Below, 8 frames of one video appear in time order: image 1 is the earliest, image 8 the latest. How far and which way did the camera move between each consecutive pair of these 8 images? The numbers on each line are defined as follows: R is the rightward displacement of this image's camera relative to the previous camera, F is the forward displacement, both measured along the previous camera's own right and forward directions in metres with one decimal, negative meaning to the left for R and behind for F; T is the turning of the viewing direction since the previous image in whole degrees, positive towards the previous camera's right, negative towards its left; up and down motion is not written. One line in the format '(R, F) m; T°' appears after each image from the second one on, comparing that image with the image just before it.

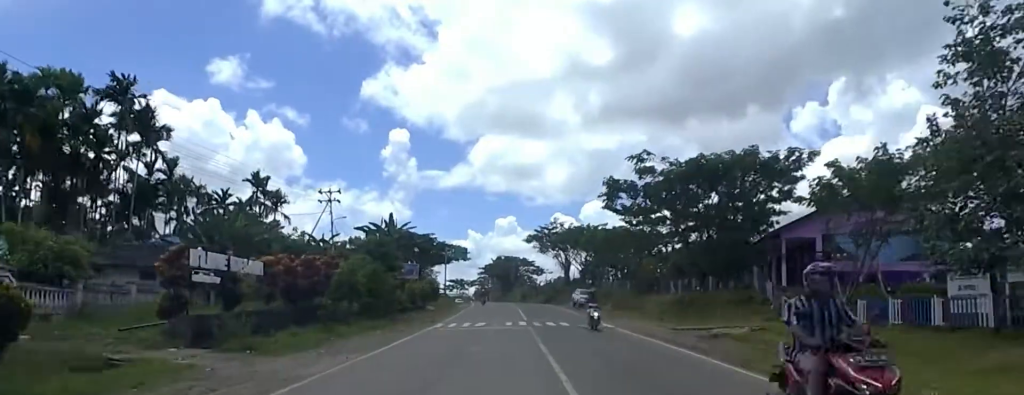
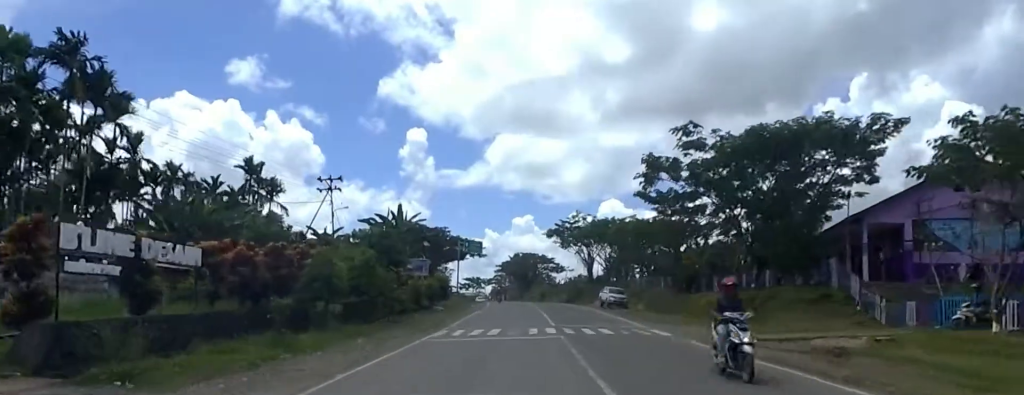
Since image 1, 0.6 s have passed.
(0.0, +6.3) m; 0°
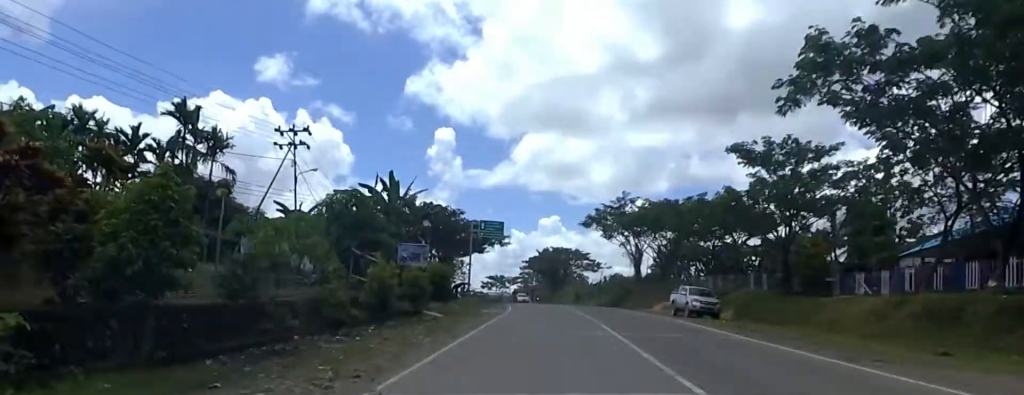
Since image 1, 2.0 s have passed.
(0.0, +15.4) m; 0°
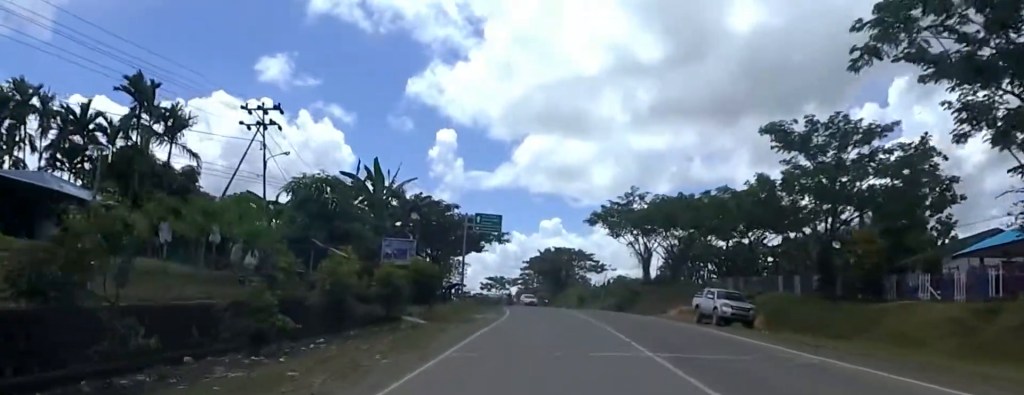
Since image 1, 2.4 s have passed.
(0.0, +4.7) m; 0°
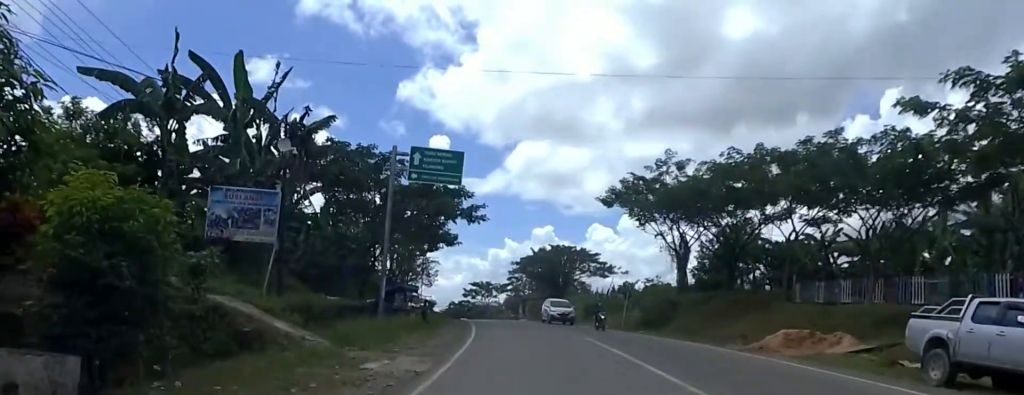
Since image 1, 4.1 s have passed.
(0.0, +19.2) m; 0°
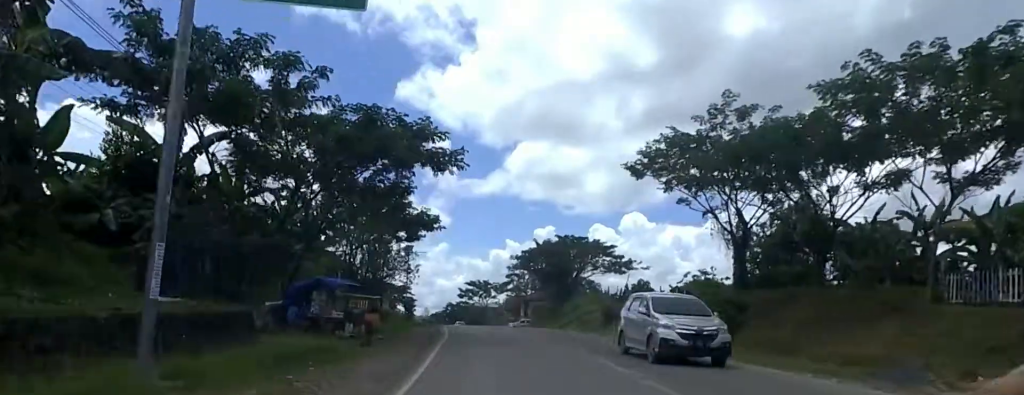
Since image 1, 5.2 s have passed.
(0.0, +12.9) m; -4°
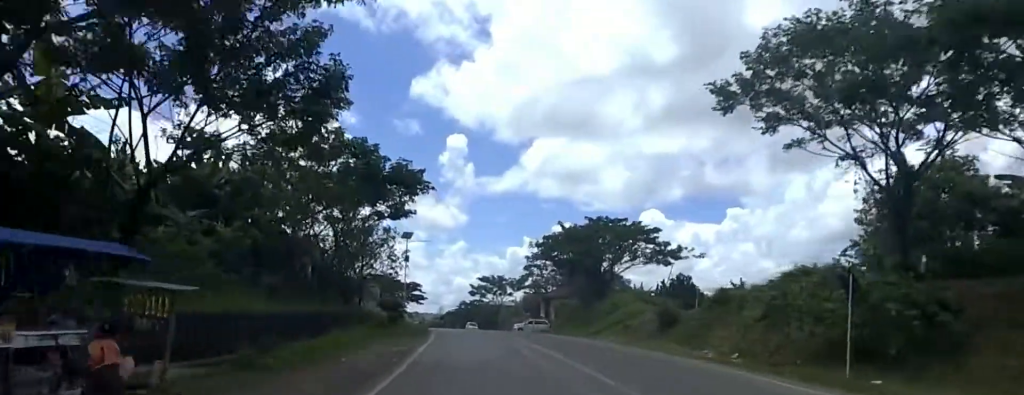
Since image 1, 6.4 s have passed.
(-1.1, +12.9) m; -4°
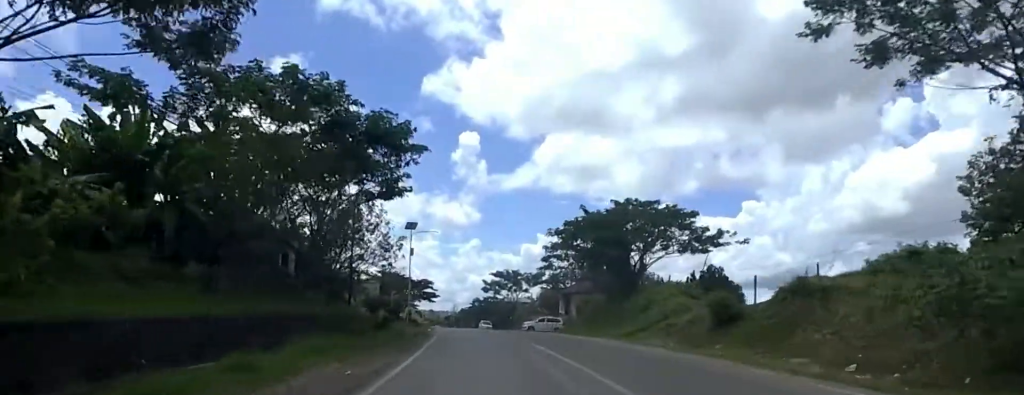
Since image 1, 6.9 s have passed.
(-0.3, +6.4) m; 0°
